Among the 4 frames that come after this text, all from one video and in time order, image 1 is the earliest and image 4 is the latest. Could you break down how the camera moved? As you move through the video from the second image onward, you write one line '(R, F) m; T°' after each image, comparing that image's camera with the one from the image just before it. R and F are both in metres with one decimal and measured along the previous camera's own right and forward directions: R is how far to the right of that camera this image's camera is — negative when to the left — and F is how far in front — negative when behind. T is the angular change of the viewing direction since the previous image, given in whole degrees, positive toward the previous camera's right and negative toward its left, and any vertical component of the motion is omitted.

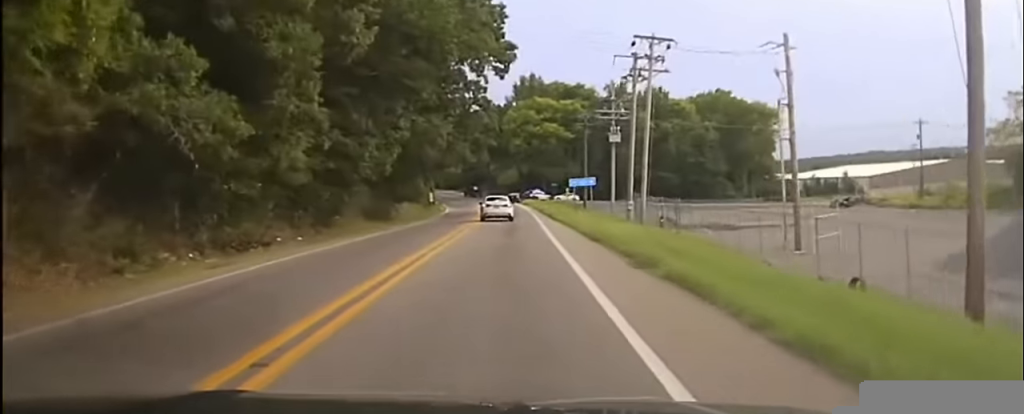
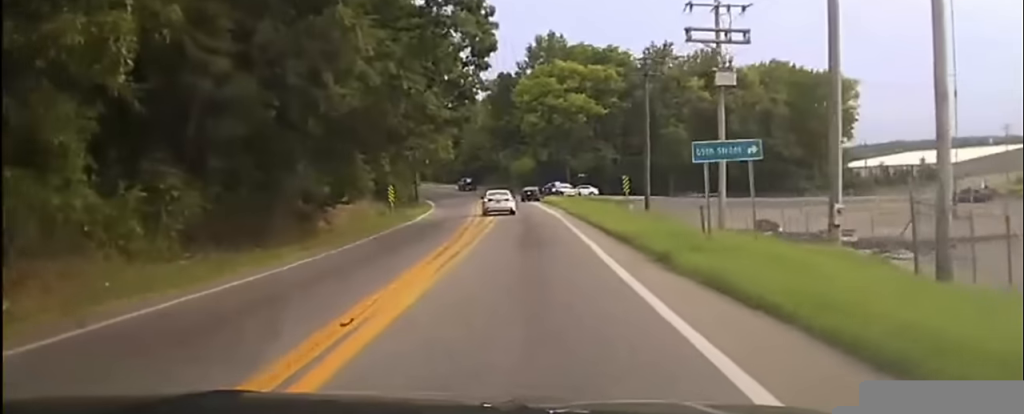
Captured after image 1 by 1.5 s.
(-0.7, +37.0) m; -2°
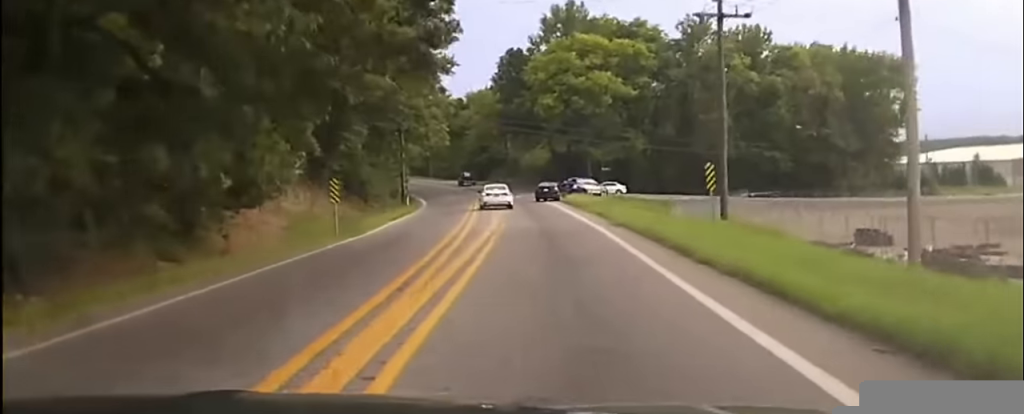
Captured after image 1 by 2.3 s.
(+0.1, +19.1) m; +1°
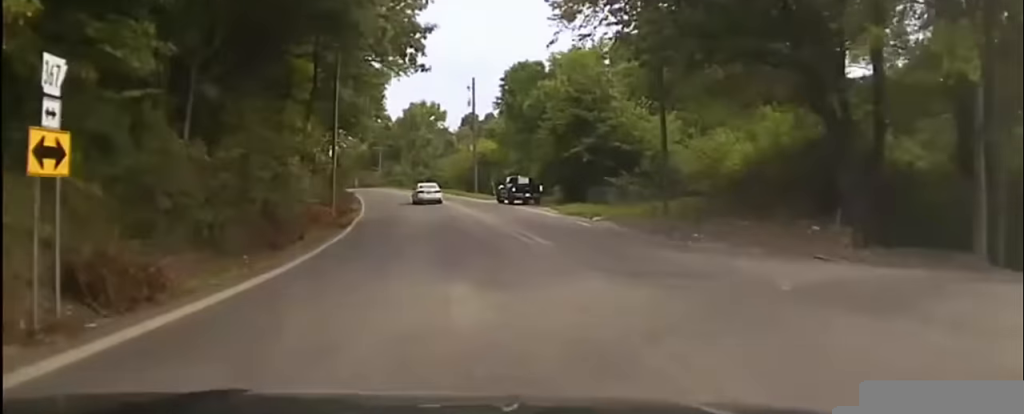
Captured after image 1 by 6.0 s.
(-6.5, +79.0) m; -7°
